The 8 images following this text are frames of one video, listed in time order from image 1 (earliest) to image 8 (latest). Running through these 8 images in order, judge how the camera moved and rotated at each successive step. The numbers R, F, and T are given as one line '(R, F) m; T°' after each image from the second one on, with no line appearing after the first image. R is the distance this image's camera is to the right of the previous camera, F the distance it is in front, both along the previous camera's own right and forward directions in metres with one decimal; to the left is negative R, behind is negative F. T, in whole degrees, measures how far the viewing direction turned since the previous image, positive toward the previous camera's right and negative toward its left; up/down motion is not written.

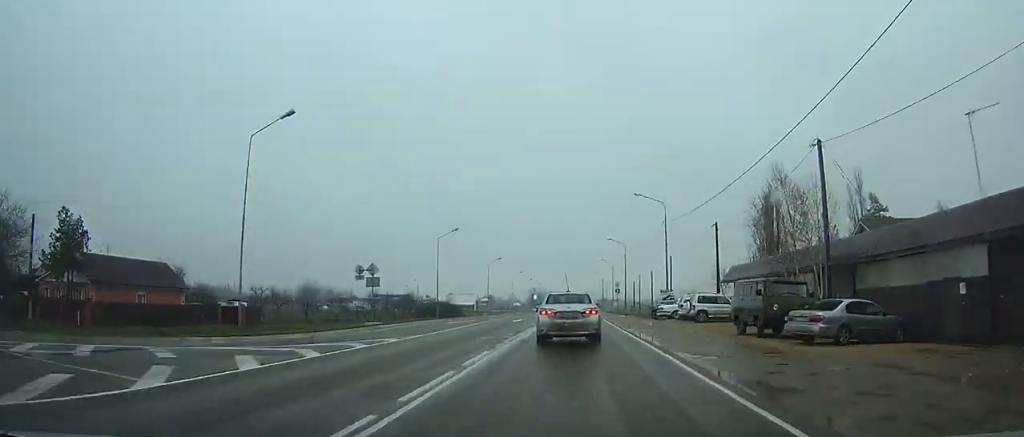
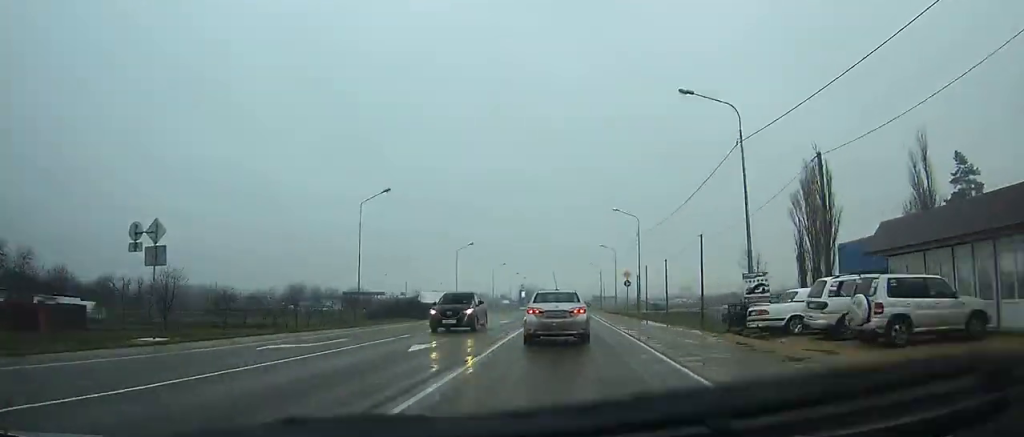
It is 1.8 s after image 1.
(-0.1, +22.9) m; 0°
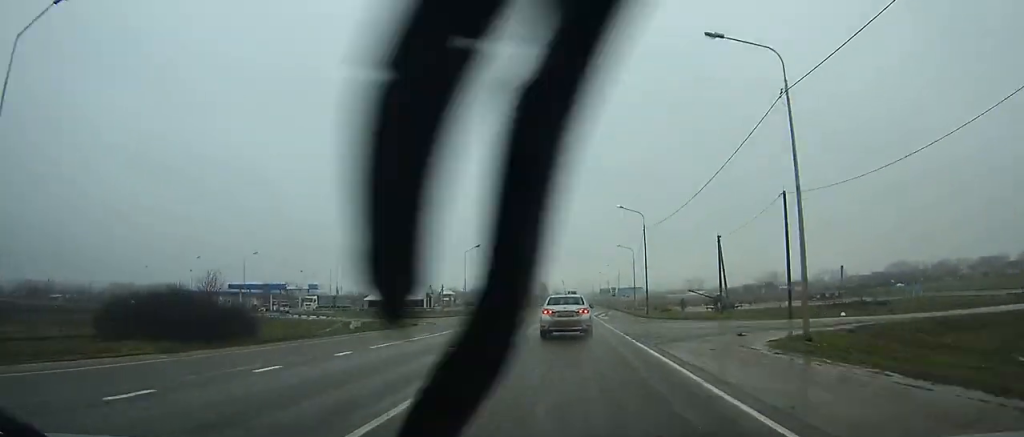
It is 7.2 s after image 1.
(-0.2, +71.6) m; 0°
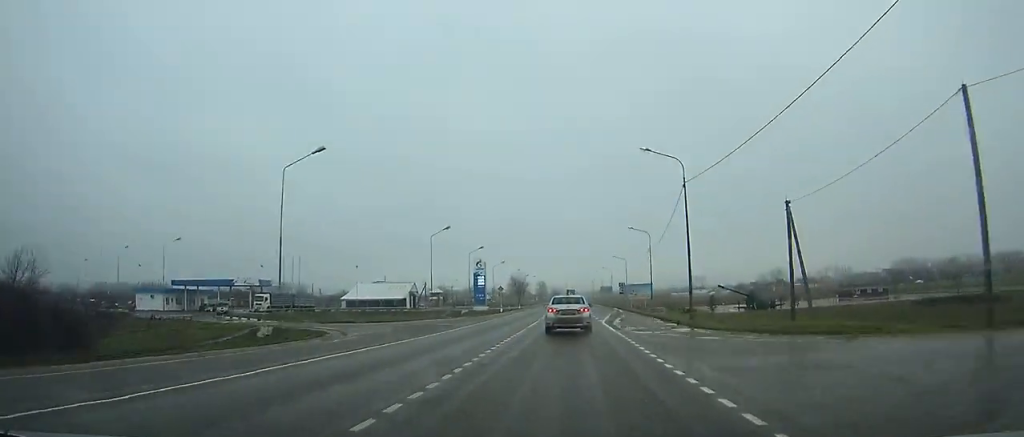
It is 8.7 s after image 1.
(+0.1, +21.6) m; 0°
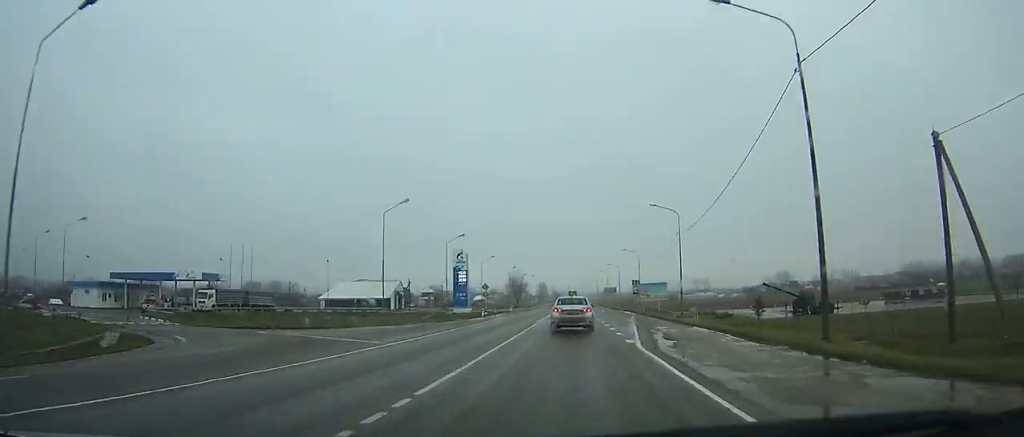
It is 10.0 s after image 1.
(+0.2, +19.1) m; 0°
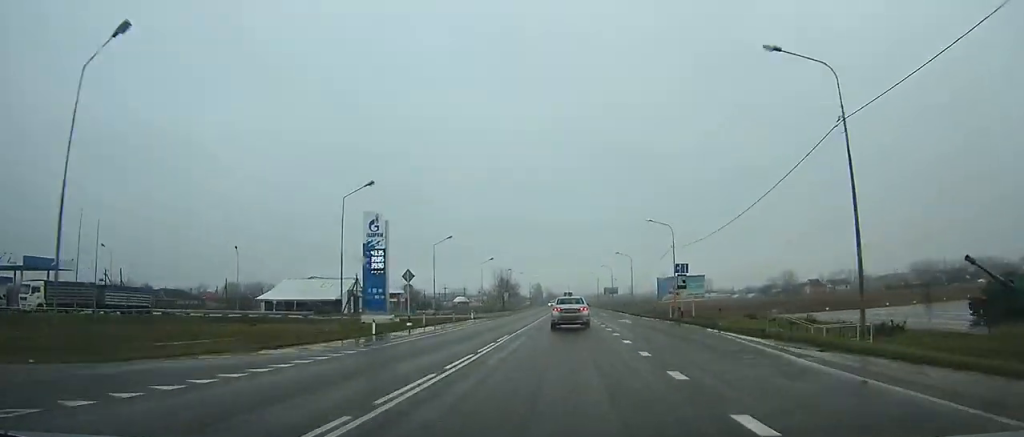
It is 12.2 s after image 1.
(-0.1, +34.7) m; 0°
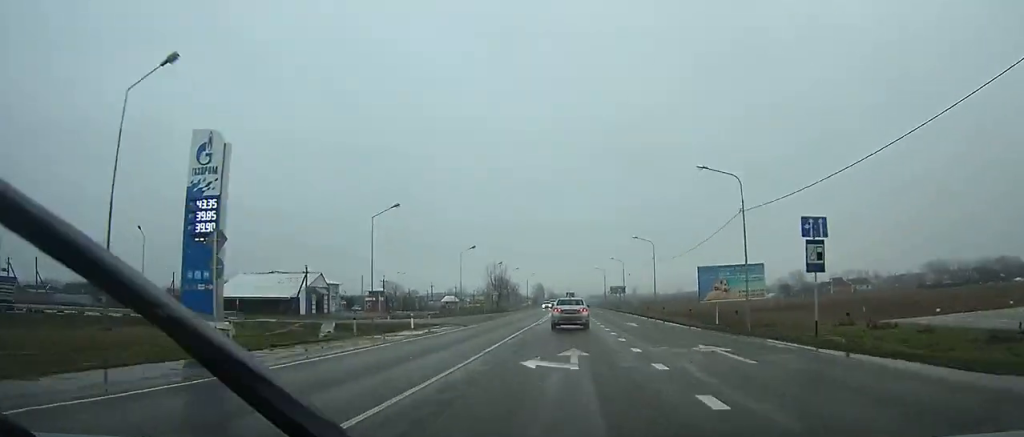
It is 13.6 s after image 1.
(-0.1, +22.6) m; 0°
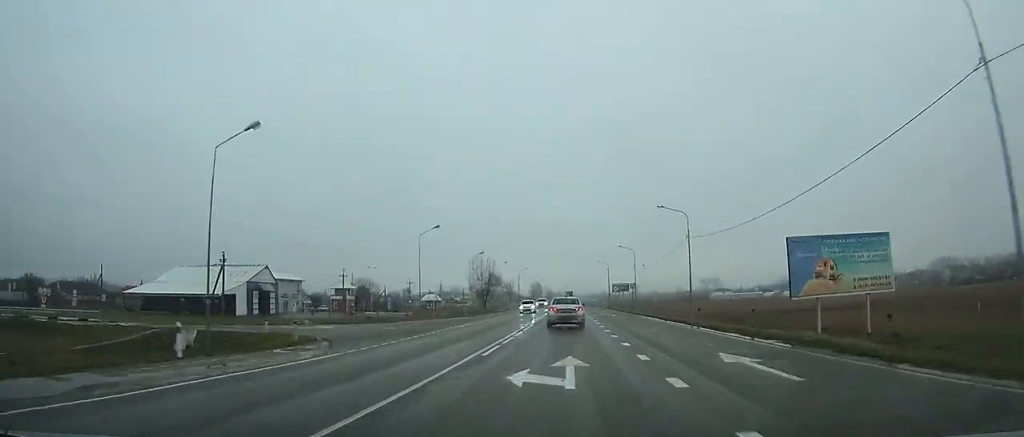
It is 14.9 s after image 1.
(+0.1, +22.7) m; 0°
